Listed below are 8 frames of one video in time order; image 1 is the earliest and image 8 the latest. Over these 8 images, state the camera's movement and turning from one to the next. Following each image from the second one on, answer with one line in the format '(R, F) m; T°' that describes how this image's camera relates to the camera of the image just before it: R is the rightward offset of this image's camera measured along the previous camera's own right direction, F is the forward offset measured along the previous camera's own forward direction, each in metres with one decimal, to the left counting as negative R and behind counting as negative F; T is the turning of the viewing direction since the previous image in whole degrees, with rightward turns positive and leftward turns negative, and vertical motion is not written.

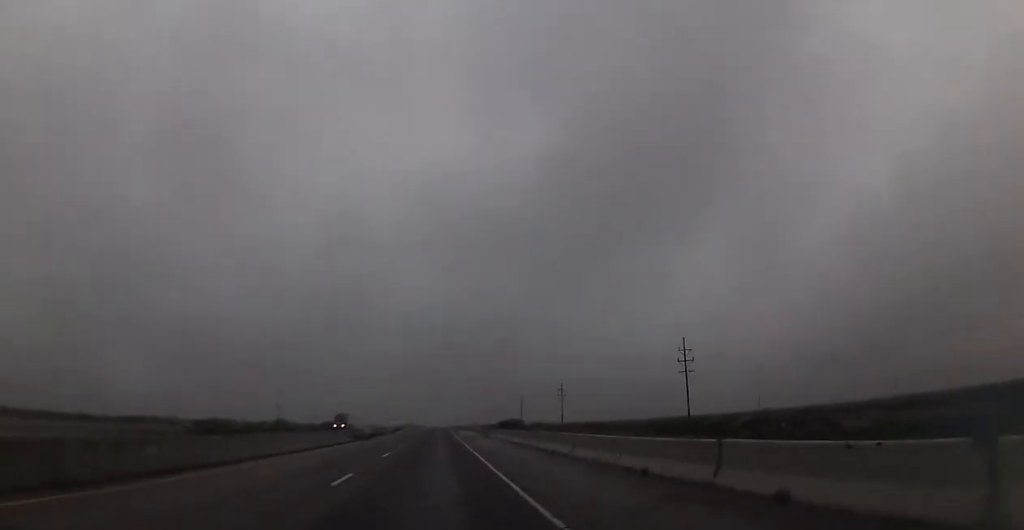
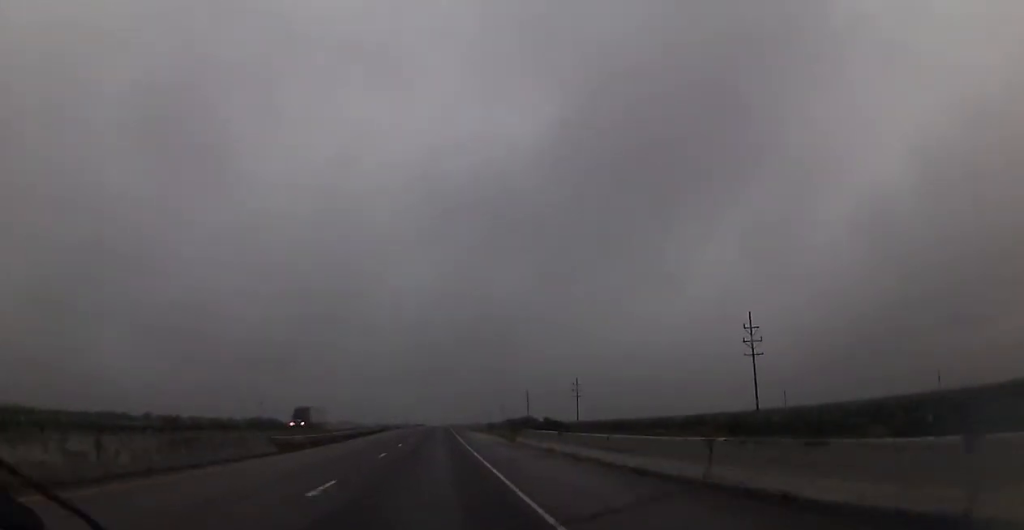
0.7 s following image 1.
(0.0, +26.6) m; 0°
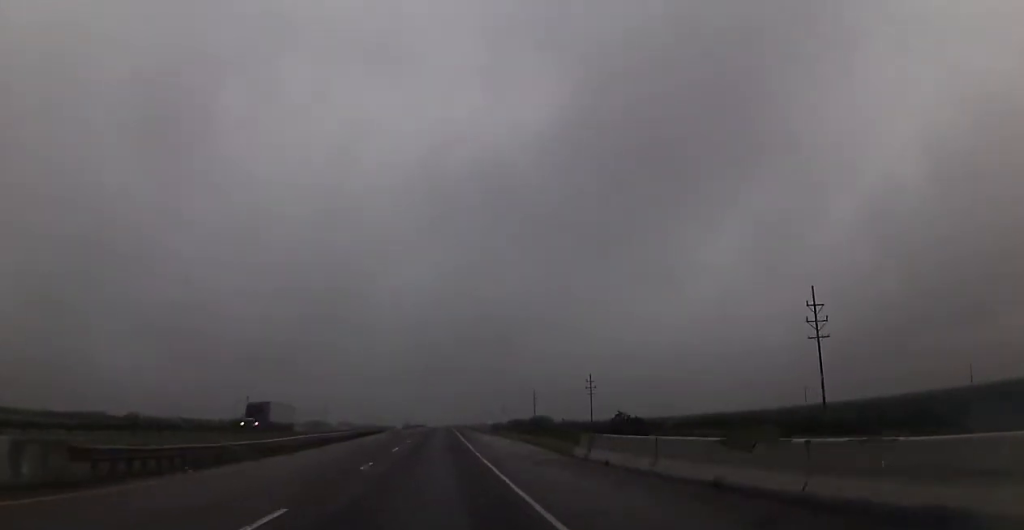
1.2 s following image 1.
(0.0, +16.9) m; 0°
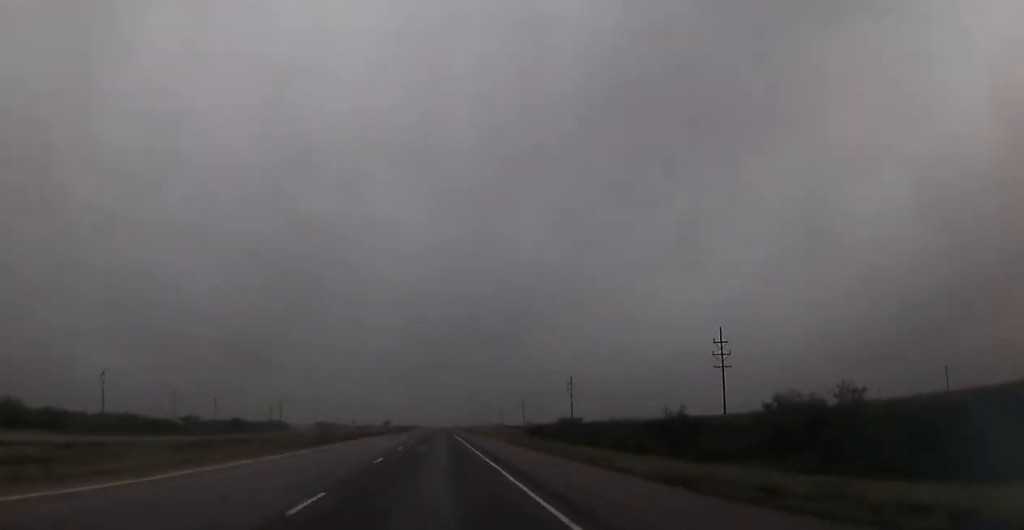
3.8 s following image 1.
(-0.1, +94.5) m; 0°
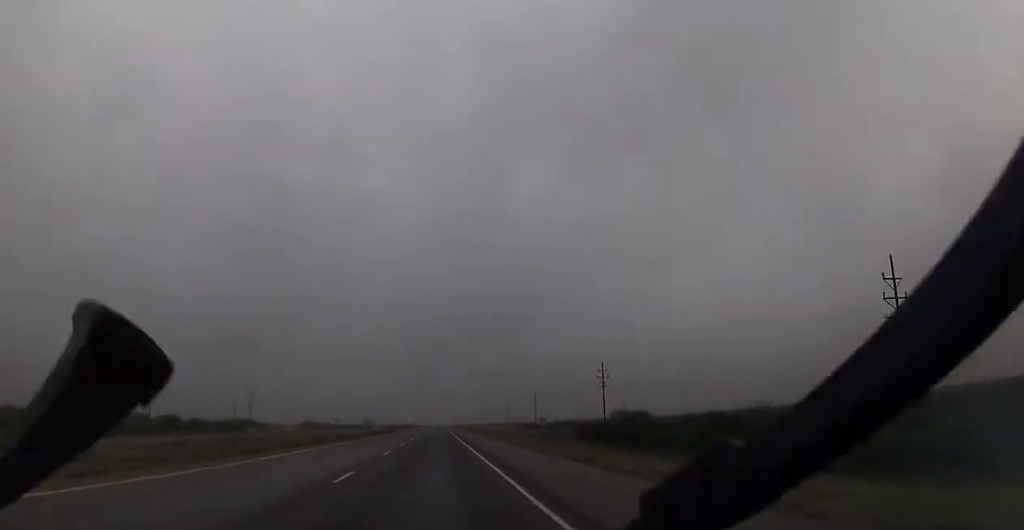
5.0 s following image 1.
(+0.1, +43.6) m; 0°
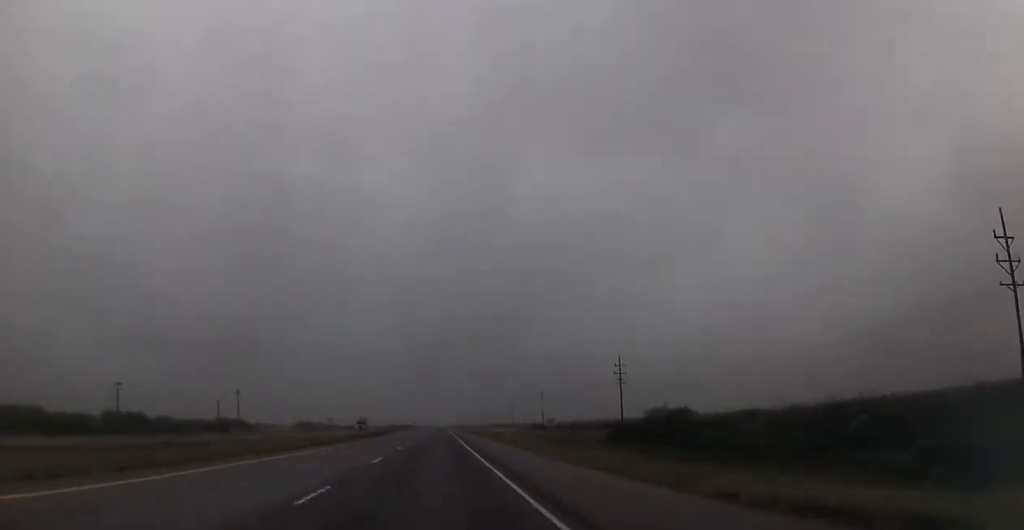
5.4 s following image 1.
(+0.2, +15.8) m; 0°
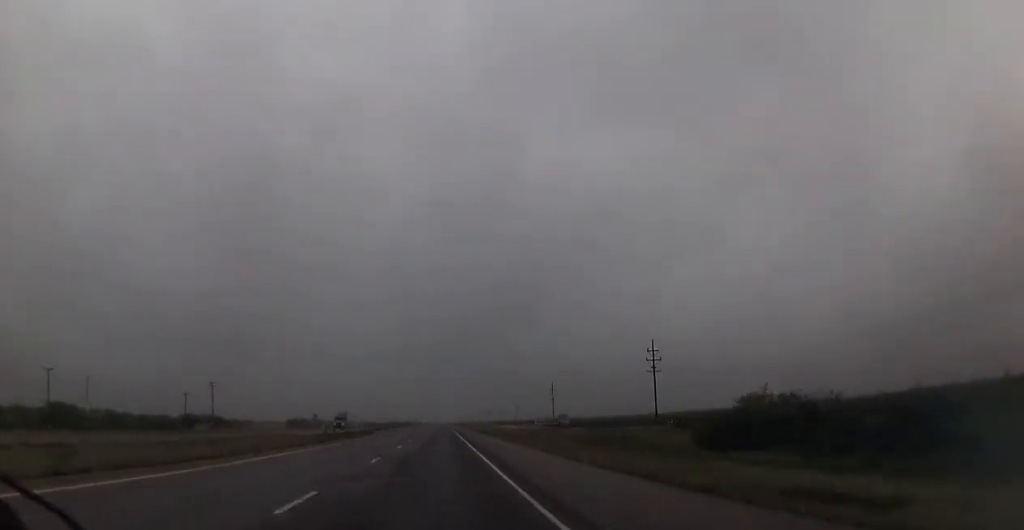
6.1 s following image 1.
(-0.5, +25.5) m; 0°
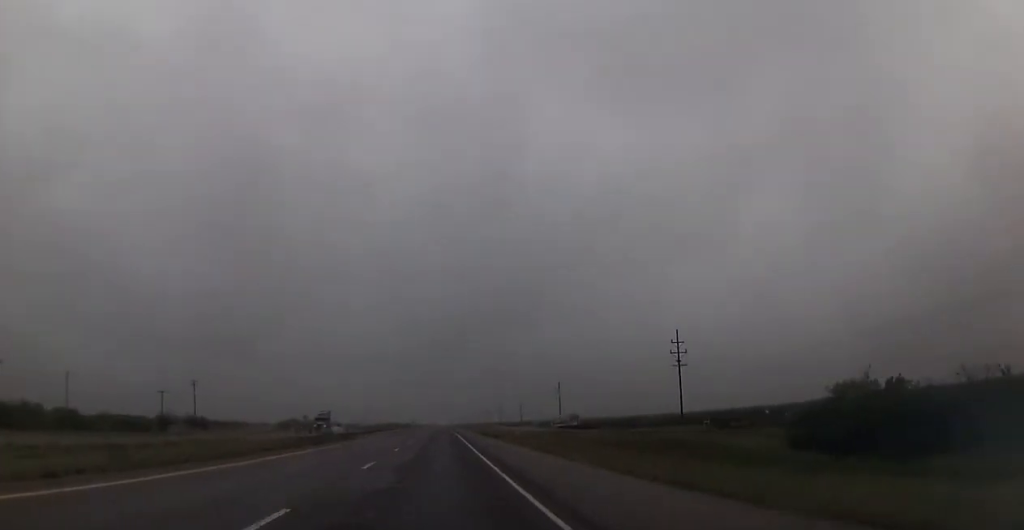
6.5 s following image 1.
(-0.2, +14.6) m; 0°
